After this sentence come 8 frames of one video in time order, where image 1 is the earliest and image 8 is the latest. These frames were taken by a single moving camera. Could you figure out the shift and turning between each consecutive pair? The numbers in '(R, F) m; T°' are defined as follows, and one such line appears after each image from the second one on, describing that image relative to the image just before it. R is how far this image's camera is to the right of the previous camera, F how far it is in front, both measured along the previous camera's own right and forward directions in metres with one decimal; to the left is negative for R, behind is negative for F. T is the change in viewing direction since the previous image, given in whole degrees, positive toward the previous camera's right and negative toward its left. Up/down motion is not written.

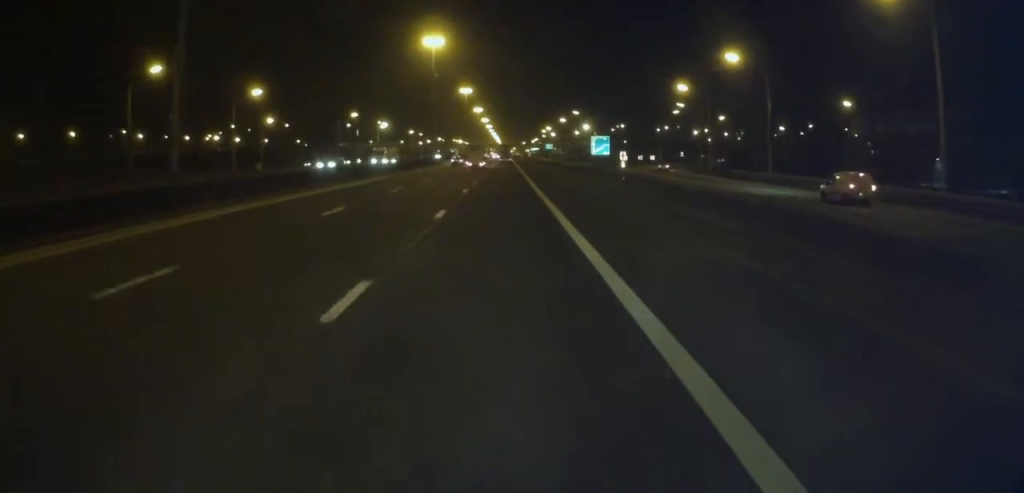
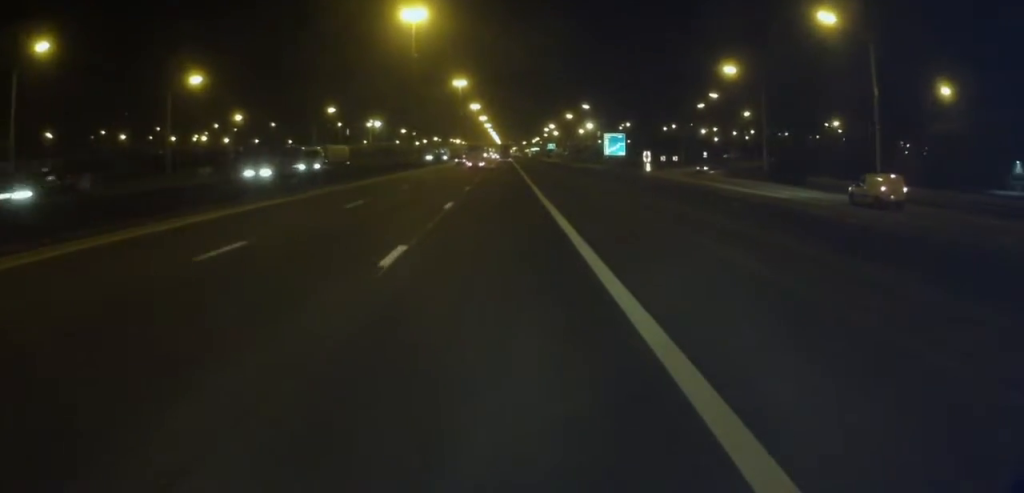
(0.0, +22.9) m; +1°
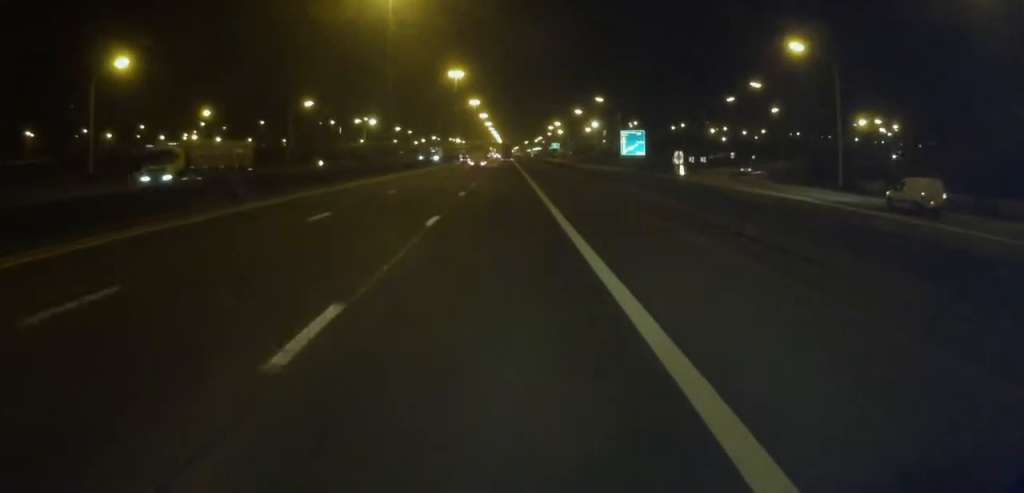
(+0.2, +20.4) m; 0°
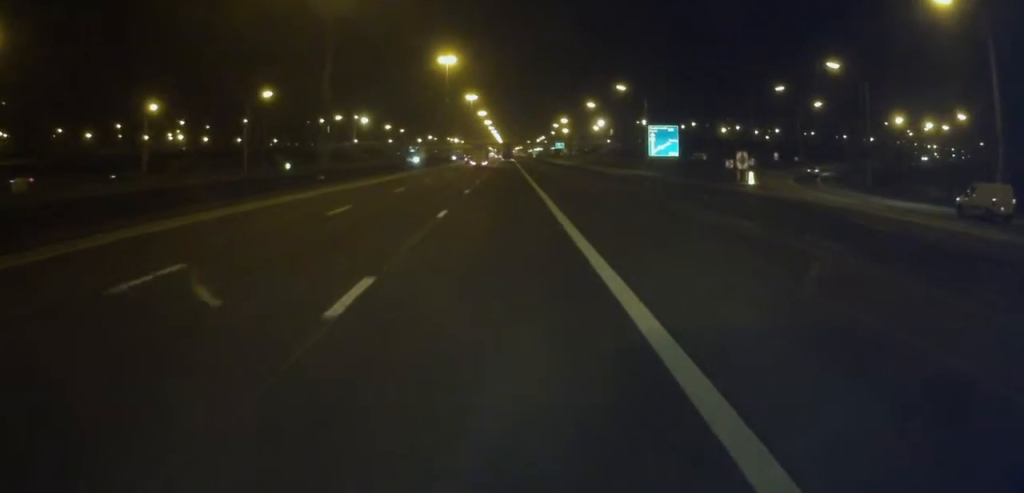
(-0.2, +27.3) m; -1°
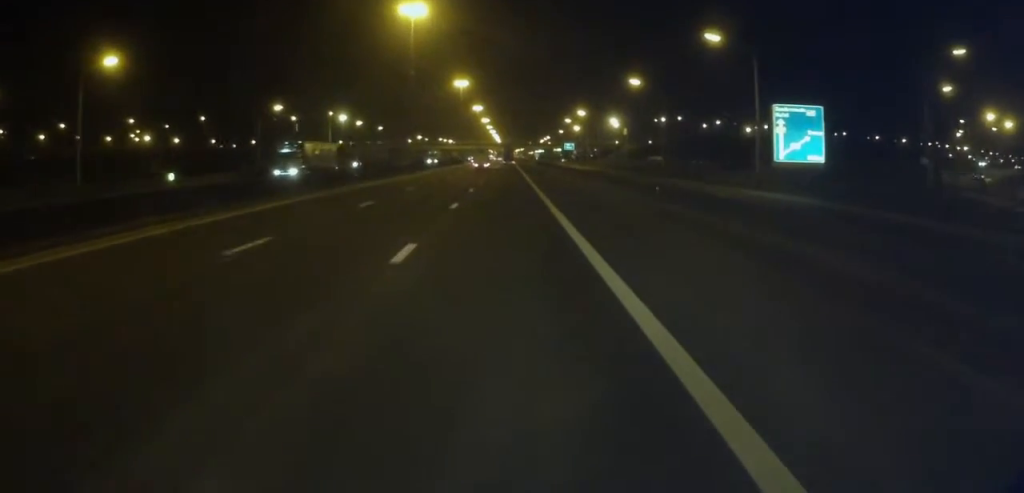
(-0.3, +51.9) m; 0°
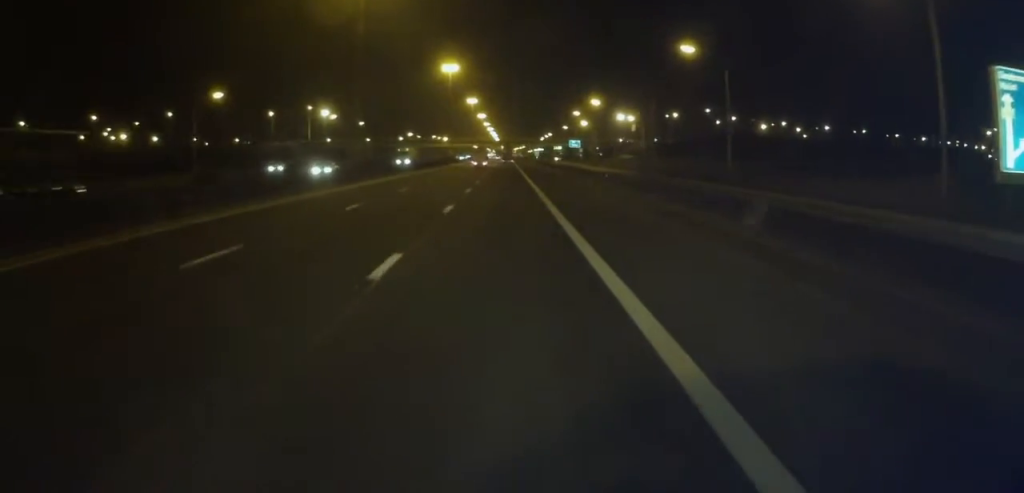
(0.0, +28.6) m; 0°
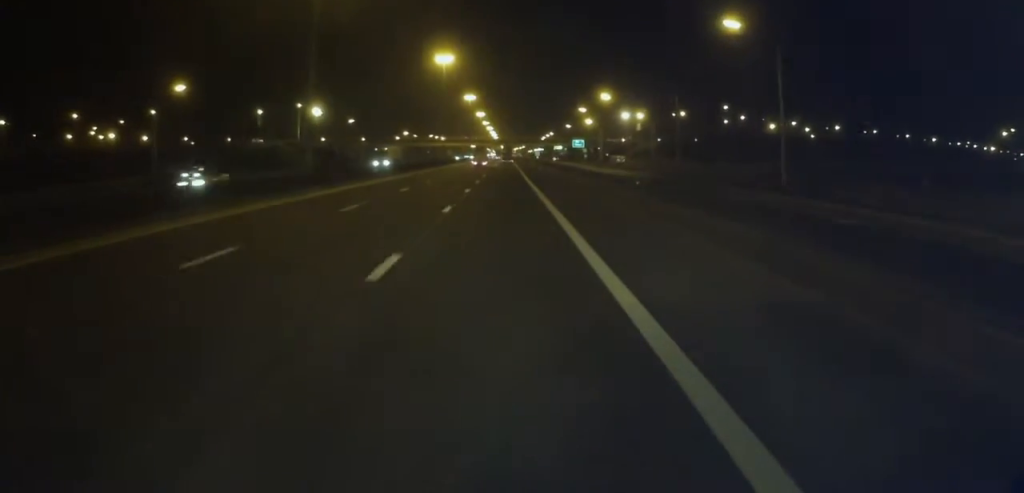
(0.0, +13.2) m; 0°
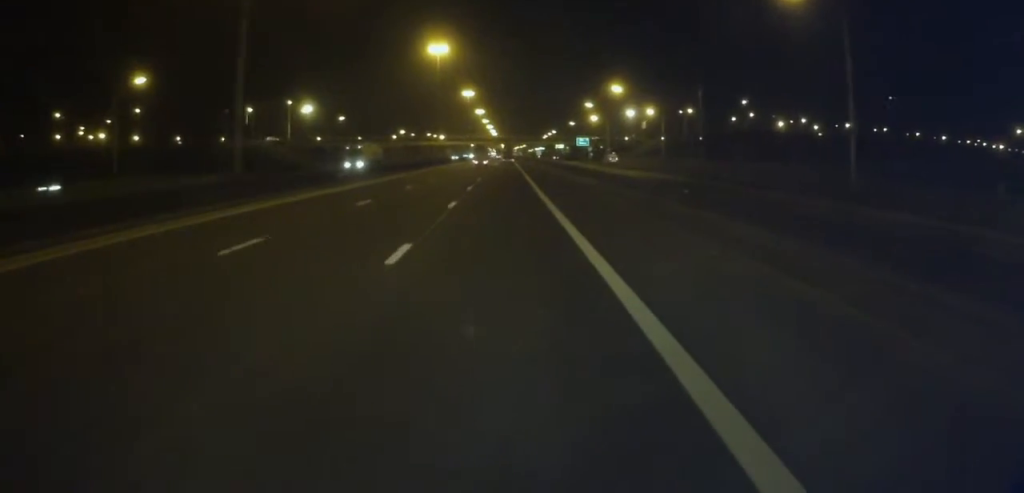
(0.0, +11.5) m; +1°
